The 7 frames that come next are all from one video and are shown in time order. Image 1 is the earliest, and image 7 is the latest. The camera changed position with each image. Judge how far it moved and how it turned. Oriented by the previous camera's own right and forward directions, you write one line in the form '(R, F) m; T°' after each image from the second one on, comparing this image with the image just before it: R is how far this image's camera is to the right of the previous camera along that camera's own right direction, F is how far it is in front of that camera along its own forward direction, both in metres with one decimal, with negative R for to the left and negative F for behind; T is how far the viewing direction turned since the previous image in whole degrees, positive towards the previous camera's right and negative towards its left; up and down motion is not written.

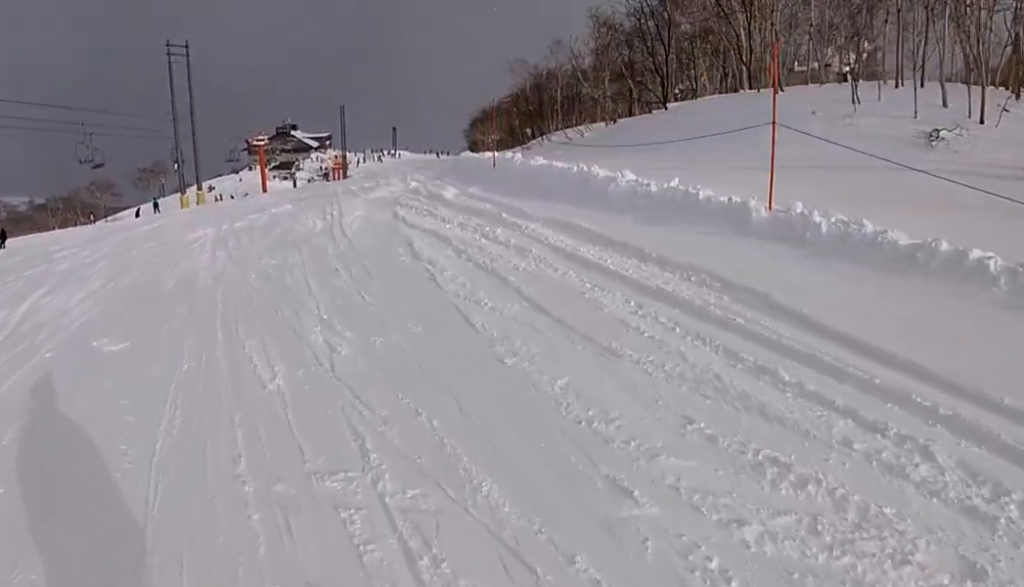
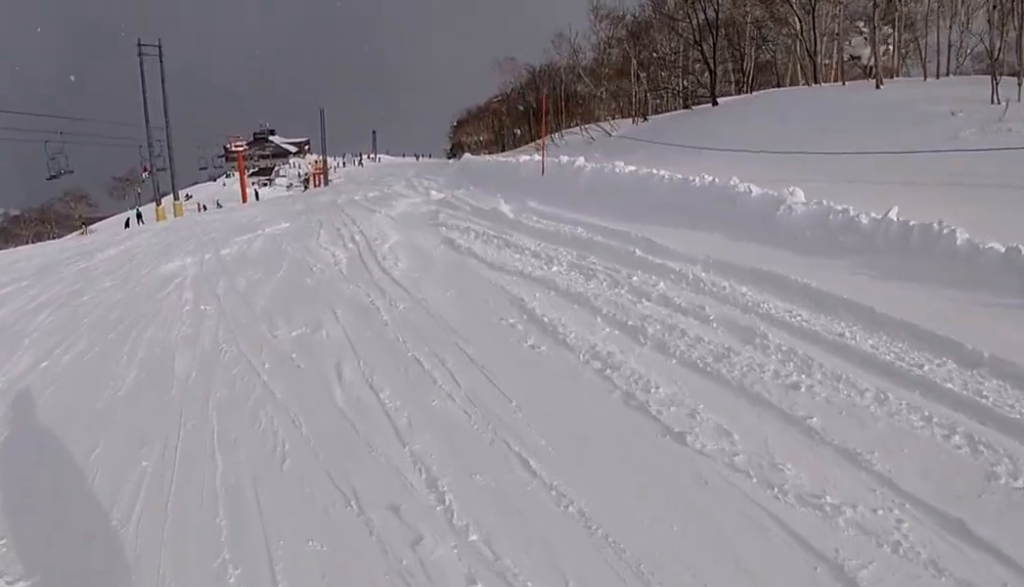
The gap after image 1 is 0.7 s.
(0.0, +3.9) m; 0°
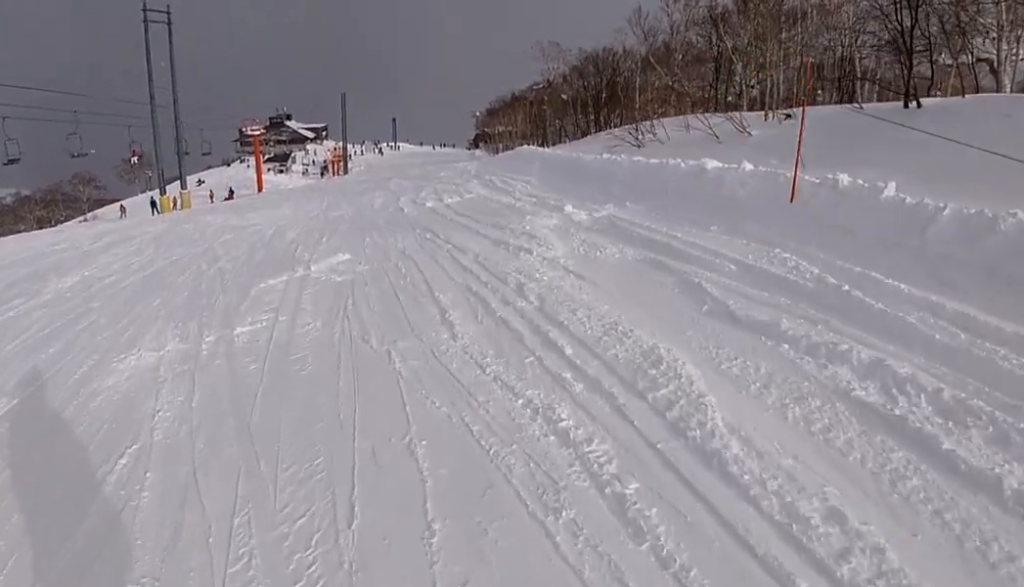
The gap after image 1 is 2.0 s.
(0.0, +7.0) m; +4°
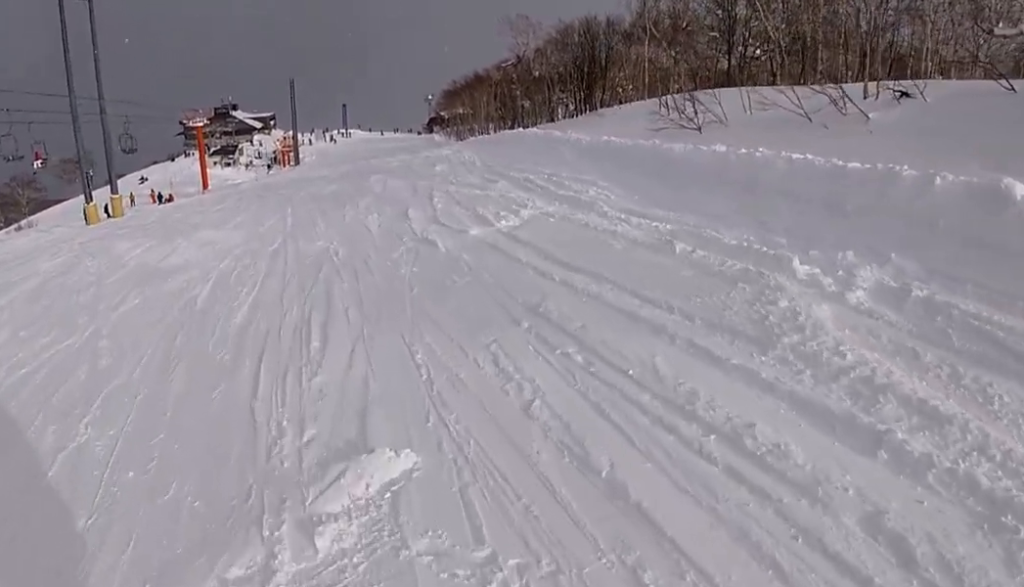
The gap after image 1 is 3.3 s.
(+1.0, +6.4) m; +11°
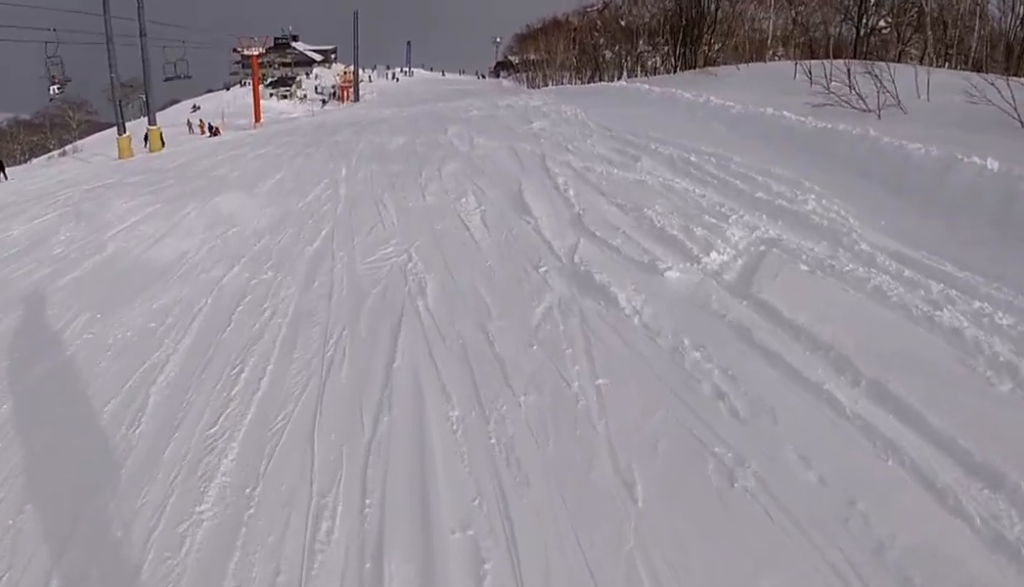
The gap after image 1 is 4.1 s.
(+0.1, +4.2) m; +2°
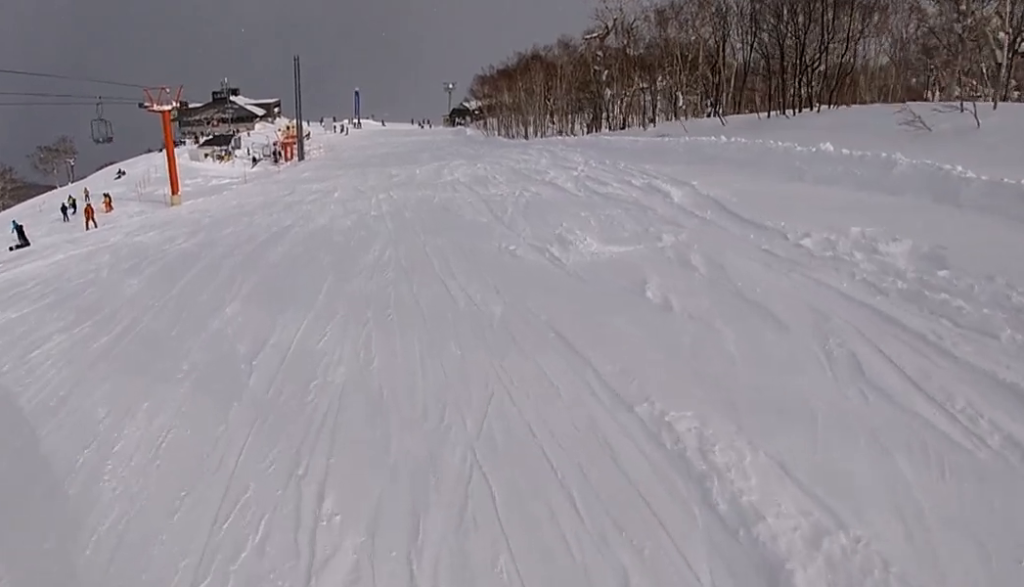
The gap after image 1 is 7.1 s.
(+3.0, +15.0) m; +10°
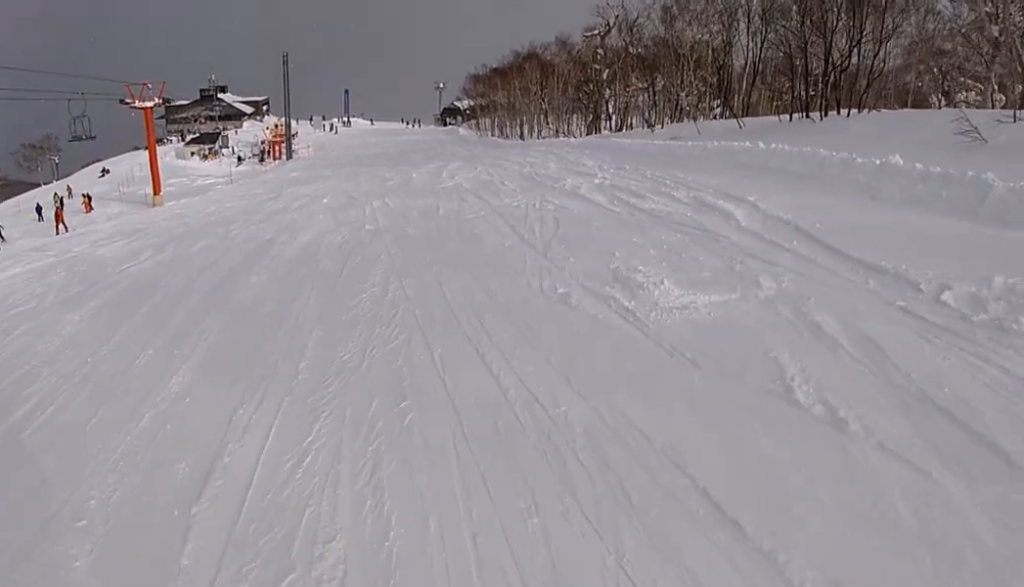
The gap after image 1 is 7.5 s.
(+0.2, +2.0) m; -7°
